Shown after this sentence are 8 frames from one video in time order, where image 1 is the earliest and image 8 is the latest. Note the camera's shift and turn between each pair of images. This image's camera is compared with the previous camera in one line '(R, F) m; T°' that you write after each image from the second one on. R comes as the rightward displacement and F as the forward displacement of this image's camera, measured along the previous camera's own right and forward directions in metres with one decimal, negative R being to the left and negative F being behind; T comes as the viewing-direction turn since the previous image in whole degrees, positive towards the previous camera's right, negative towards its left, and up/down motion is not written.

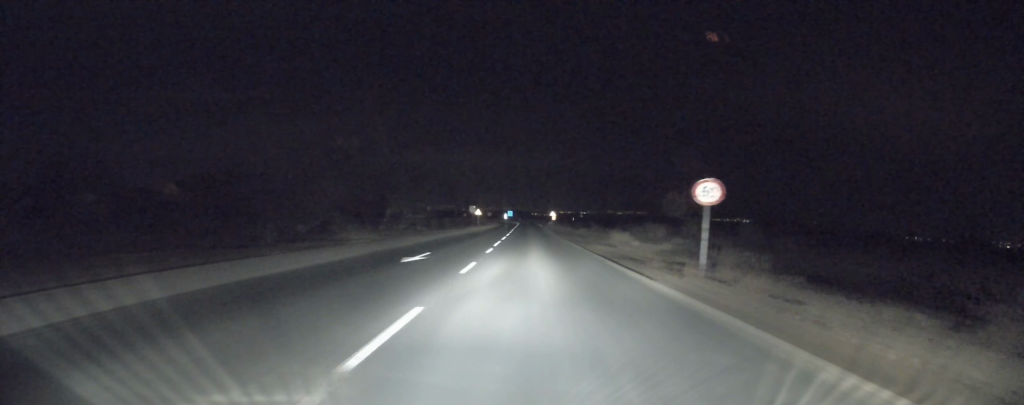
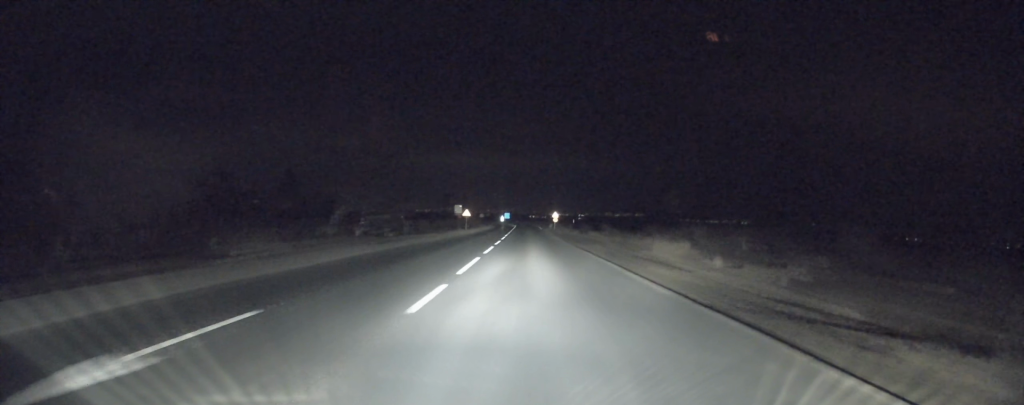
(0.0, +14.5) m; 0°
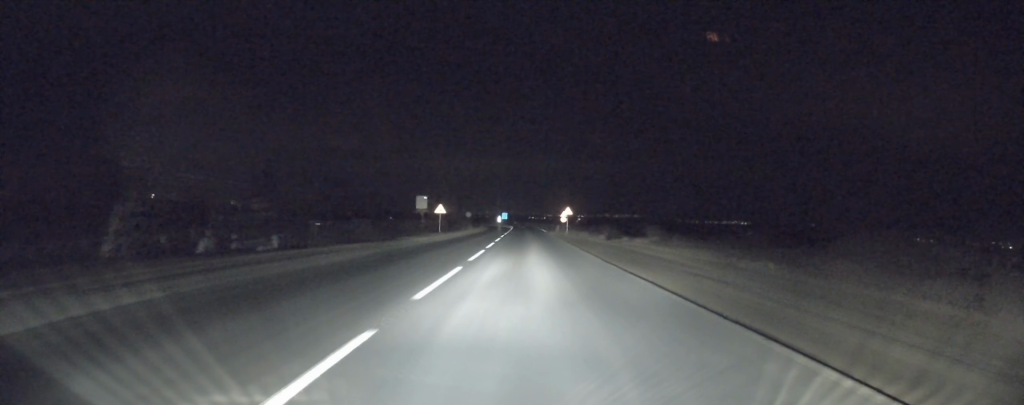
(0.0, +22.8) m; 0°
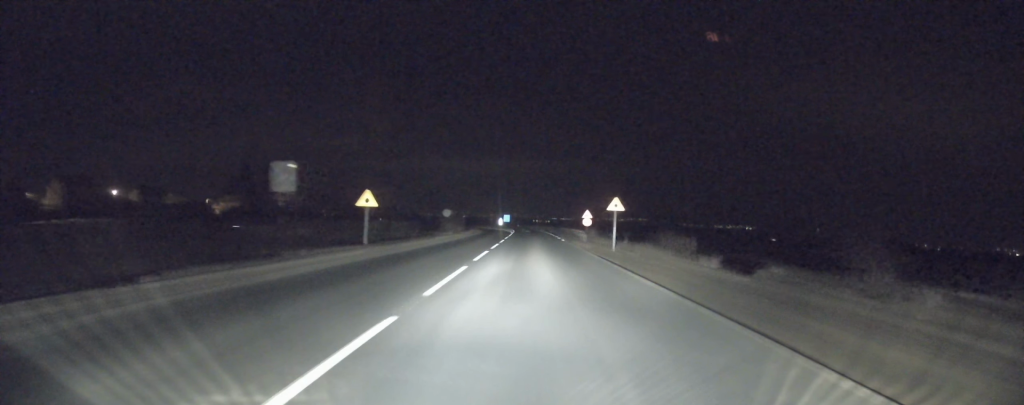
(+0.1, +25.6) m; 0°
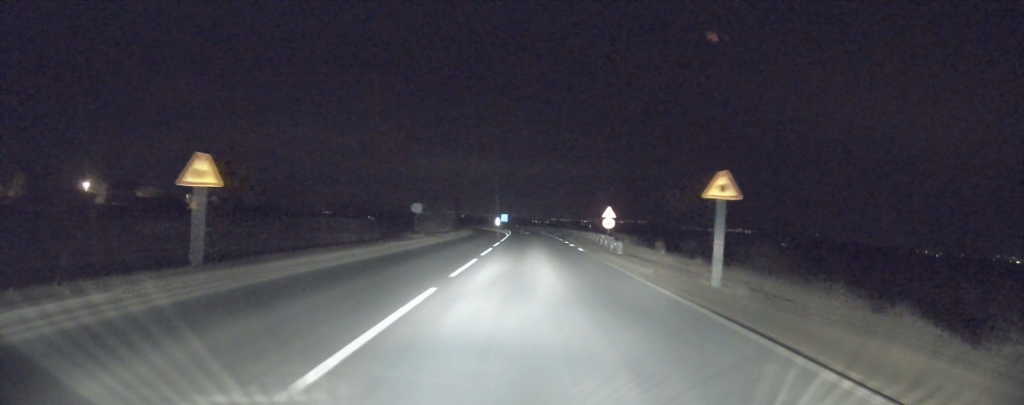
(-0.1, +14.5) m; 0°
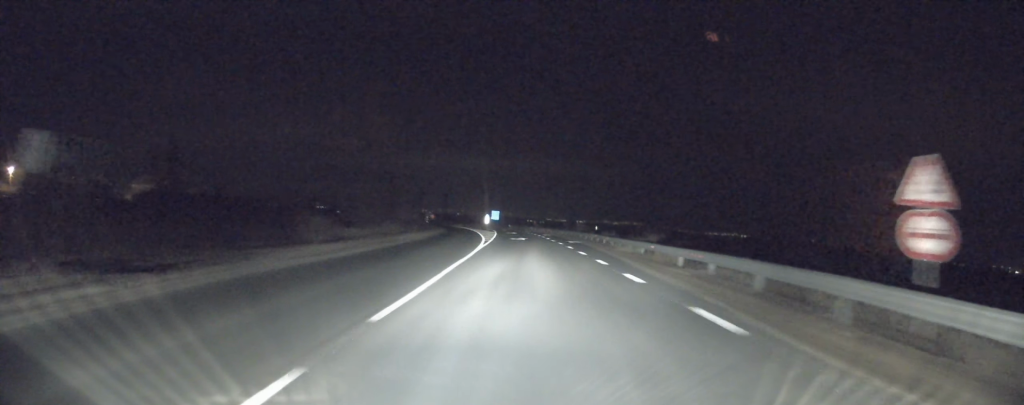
(+0.2, +32.5) m; 0°
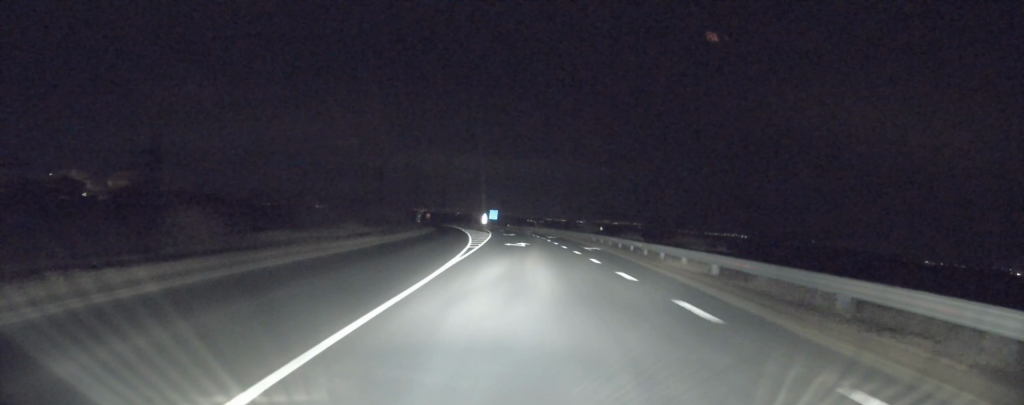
(0.0, +11.0) m; 0°
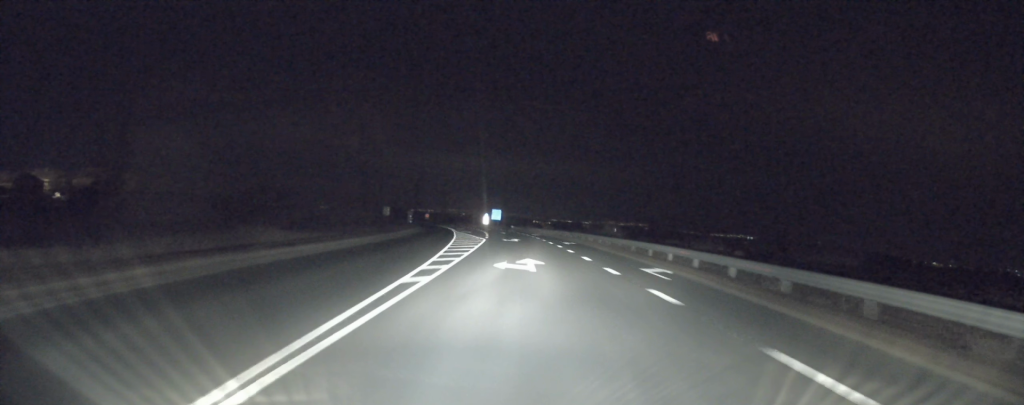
(-0.1, +15.8) m; 0°
